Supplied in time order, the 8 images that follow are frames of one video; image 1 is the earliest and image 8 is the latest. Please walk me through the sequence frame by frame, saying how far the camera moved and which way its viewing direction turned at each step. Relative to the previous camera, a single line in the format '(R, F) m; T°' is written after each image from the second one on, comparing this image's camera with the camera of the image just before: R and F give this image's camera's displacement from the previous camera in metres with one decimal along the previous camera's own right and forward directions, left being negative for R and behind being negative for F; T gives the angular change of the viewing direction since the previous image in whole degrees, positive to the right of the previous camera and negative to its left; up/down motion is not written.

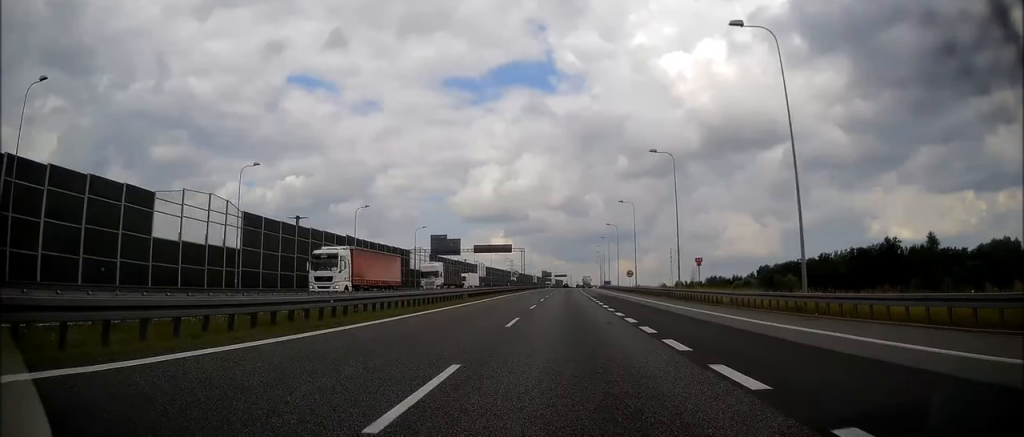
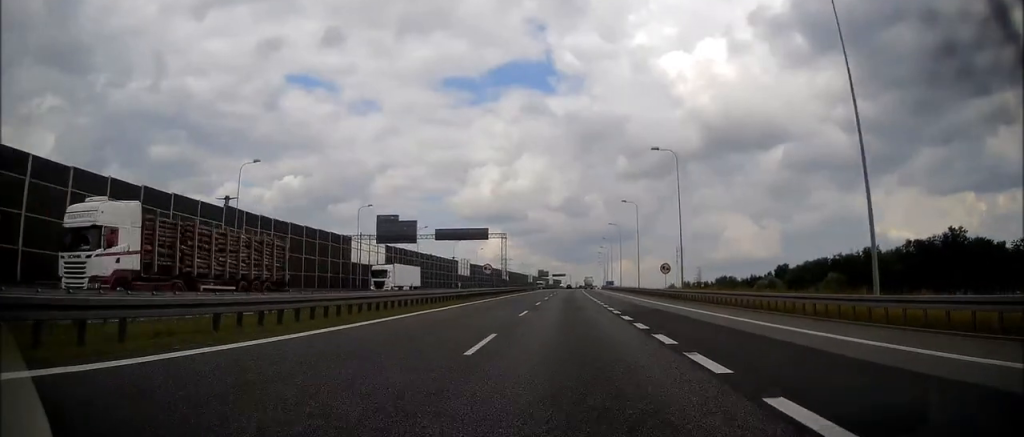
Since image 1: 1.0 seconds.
(+0.2, +32.6) m; 0°
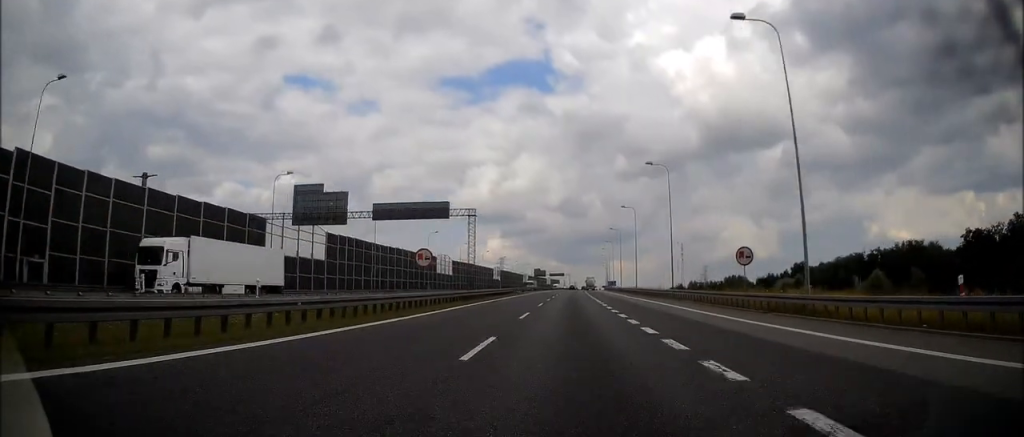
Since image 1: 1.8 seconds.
(-0.3, +25.8) m; 0°
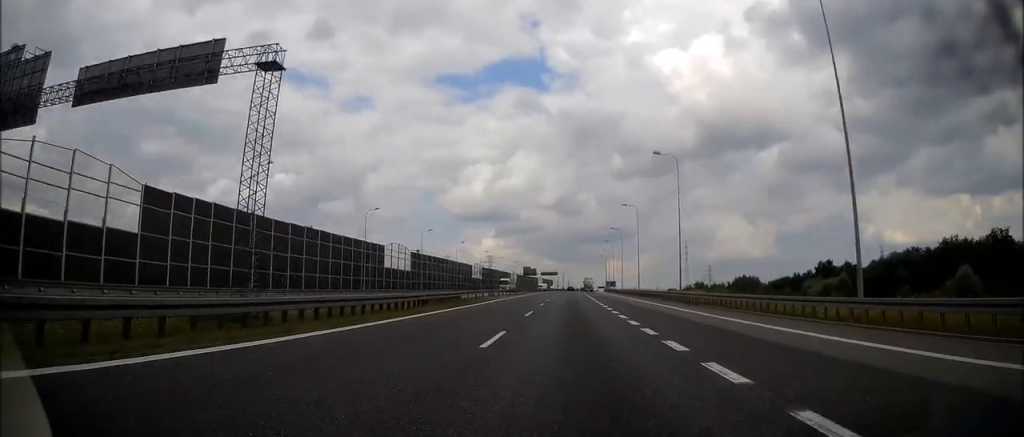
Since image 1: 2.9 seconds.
(+0.4, +35.1) m; +1°
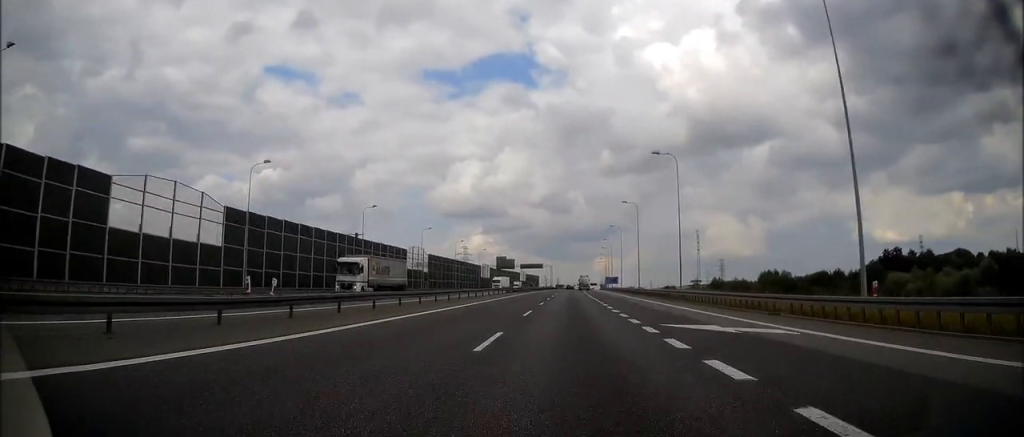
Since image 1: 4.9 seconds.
(+0.1, +64.0) m; +1°
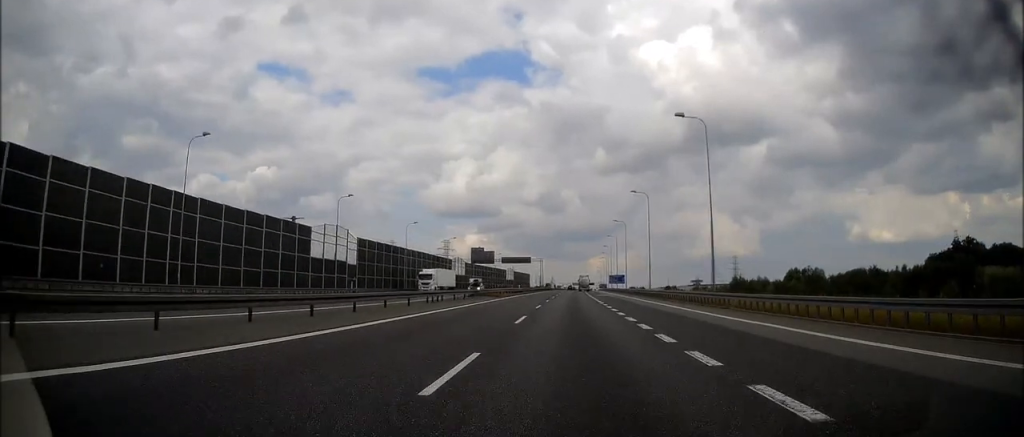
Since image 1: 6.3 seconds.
(+0.5, +42.5) m; +1°
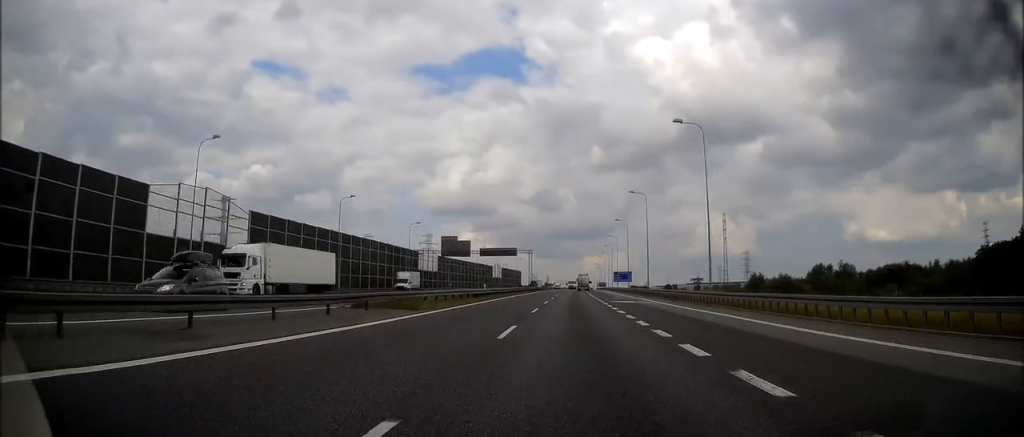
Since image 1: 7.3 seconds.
(0.0, +30.7) m; 0°
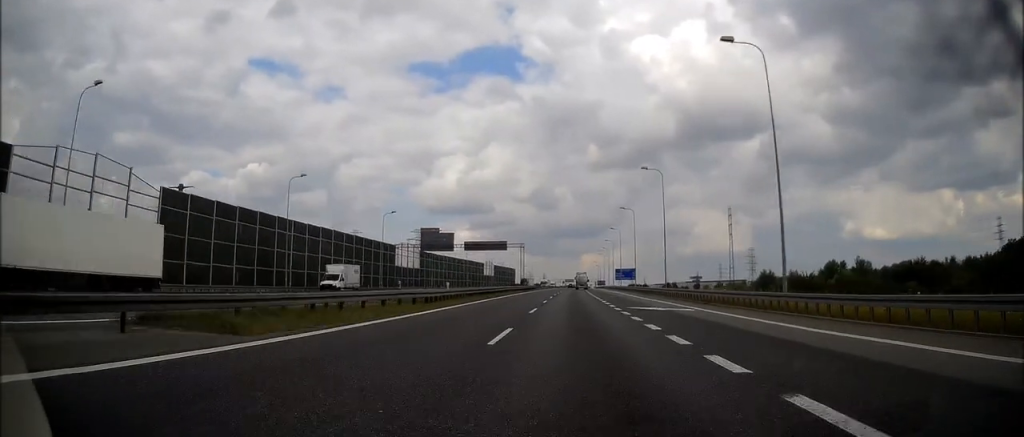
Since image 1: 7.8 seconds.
(0.0, +14.3) m; 0°
